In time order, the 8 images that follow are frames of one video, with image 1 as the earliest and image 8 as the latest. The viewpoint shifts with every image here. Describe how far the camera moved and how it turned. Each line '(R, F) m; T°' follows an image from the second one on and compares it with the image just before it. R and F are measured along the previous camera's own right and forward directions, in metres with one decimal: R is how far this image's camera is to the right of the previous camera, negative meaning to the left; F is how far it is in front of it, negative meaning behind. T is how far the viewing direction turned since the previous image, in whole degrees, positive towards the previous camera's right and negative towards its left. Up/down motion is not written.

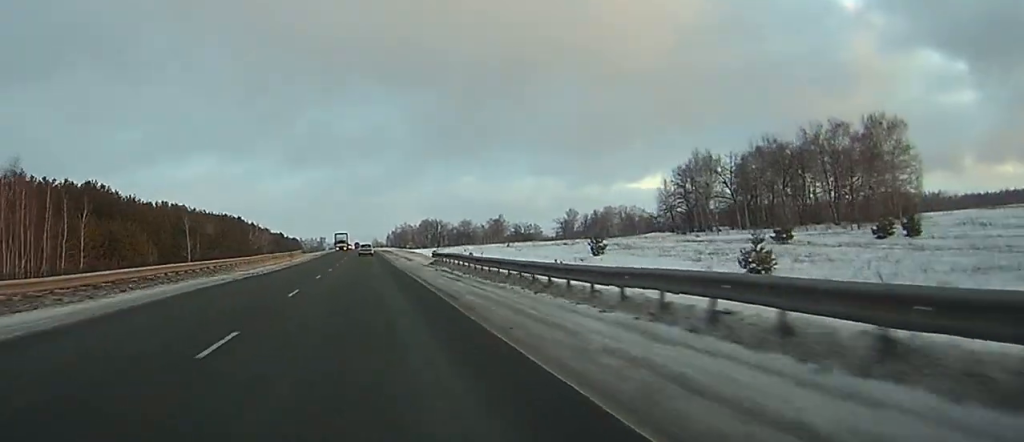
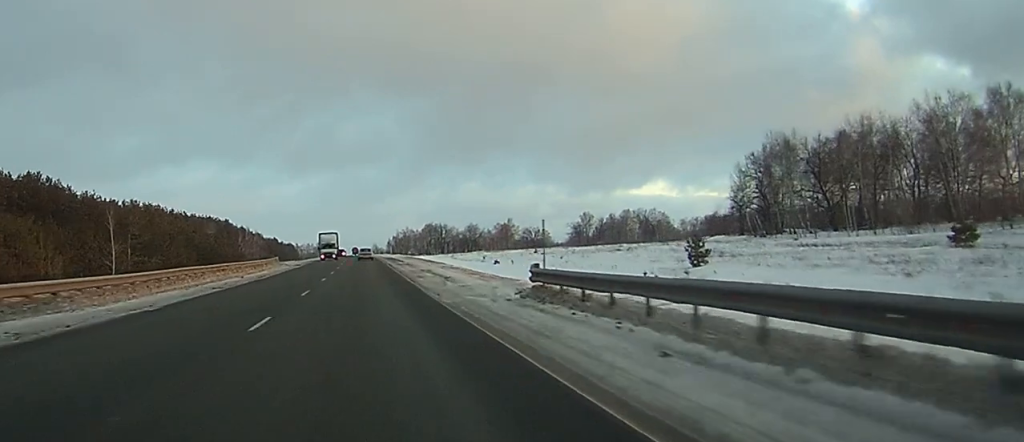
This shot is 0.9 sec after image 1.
(-0.2, +31.9) m; 0°
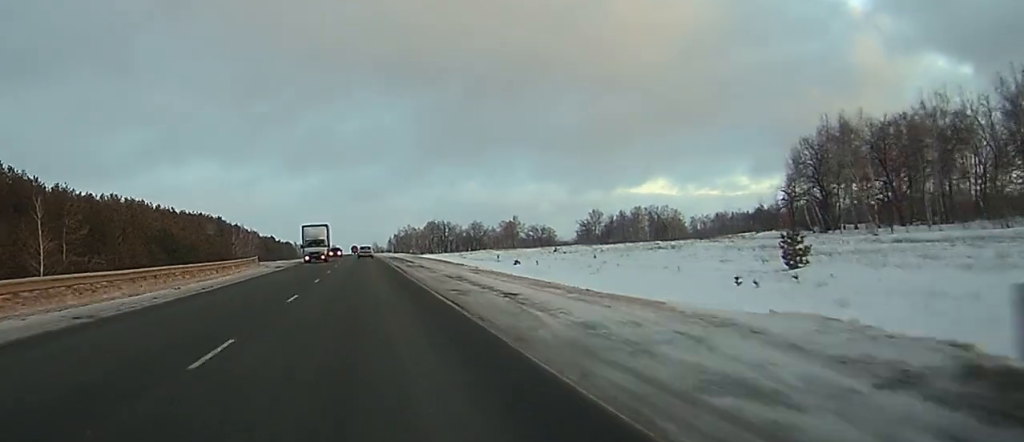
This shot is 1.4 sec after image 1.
(0.0, +17.0) m; 0°
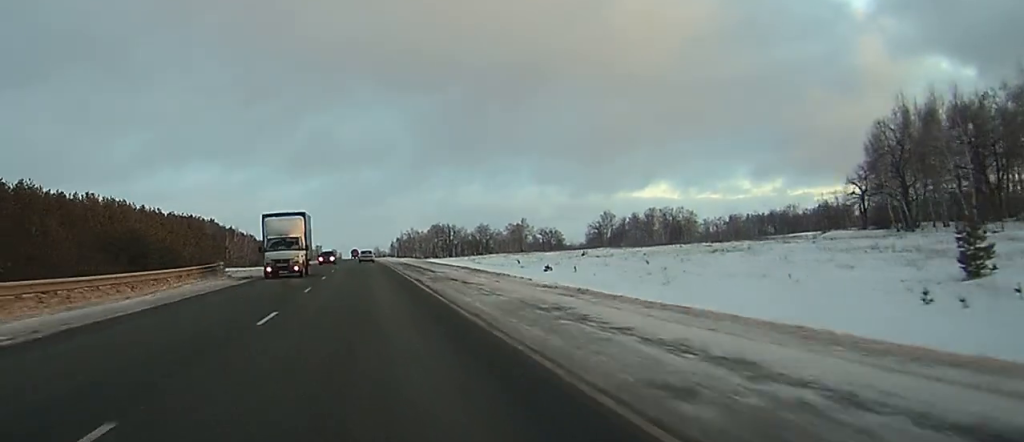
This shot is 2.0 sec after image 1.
(0.0, +18.2) m; 0°
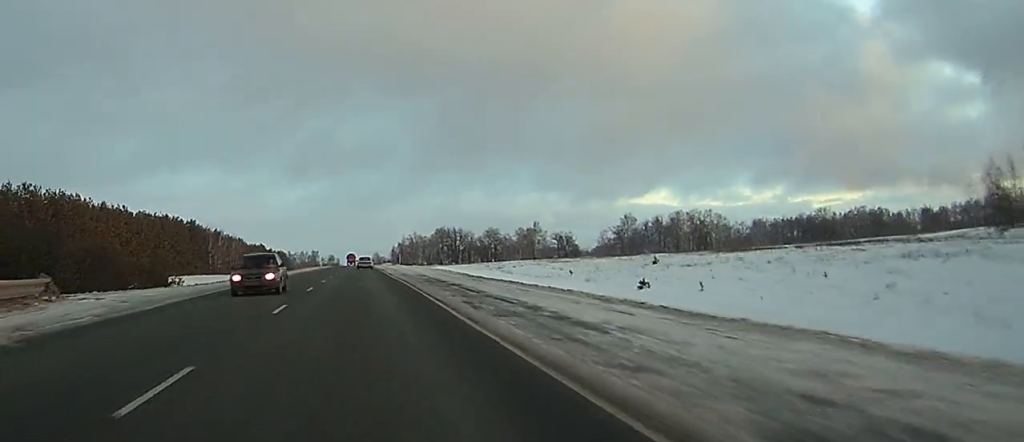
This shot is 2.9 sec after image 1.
(+0.1, +32.9) m; 0°
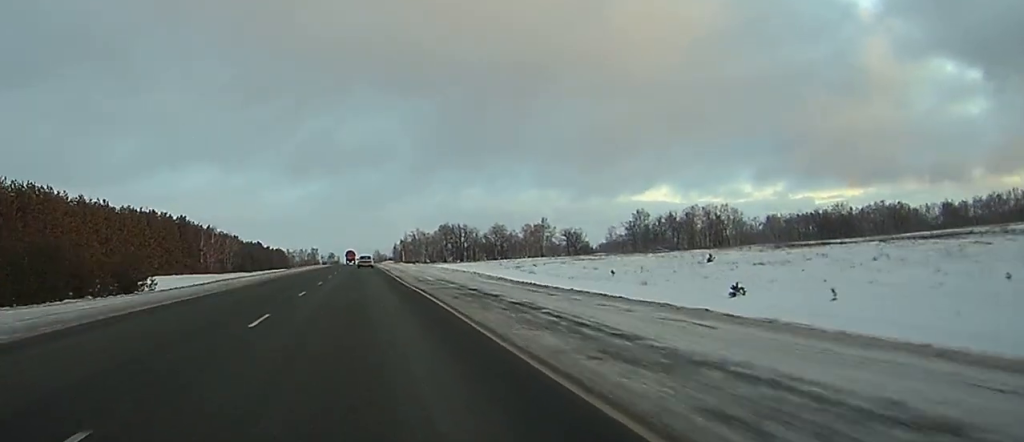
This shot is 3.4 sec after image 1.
(0.0, +15.8) m; 0°
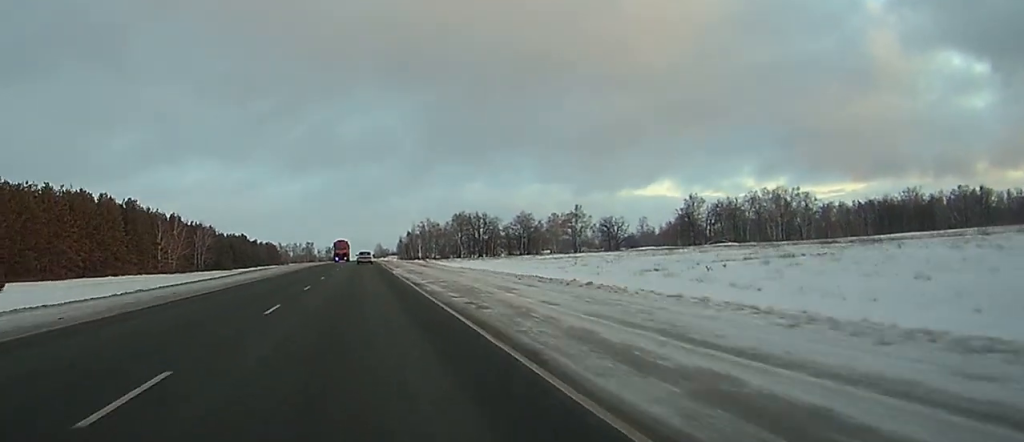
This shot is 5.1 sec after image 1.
(-0.3, +57.4) m; 0°
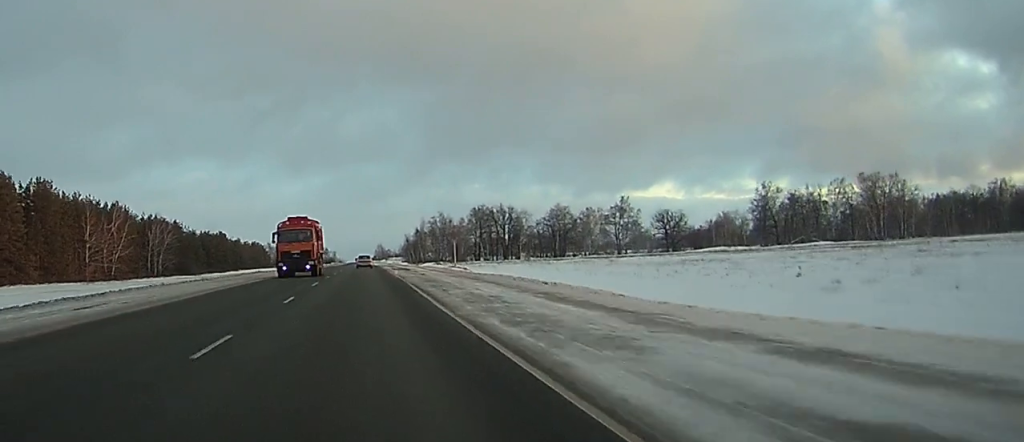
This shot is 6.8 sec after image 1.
(+0.3, +56.0) m; 0°
